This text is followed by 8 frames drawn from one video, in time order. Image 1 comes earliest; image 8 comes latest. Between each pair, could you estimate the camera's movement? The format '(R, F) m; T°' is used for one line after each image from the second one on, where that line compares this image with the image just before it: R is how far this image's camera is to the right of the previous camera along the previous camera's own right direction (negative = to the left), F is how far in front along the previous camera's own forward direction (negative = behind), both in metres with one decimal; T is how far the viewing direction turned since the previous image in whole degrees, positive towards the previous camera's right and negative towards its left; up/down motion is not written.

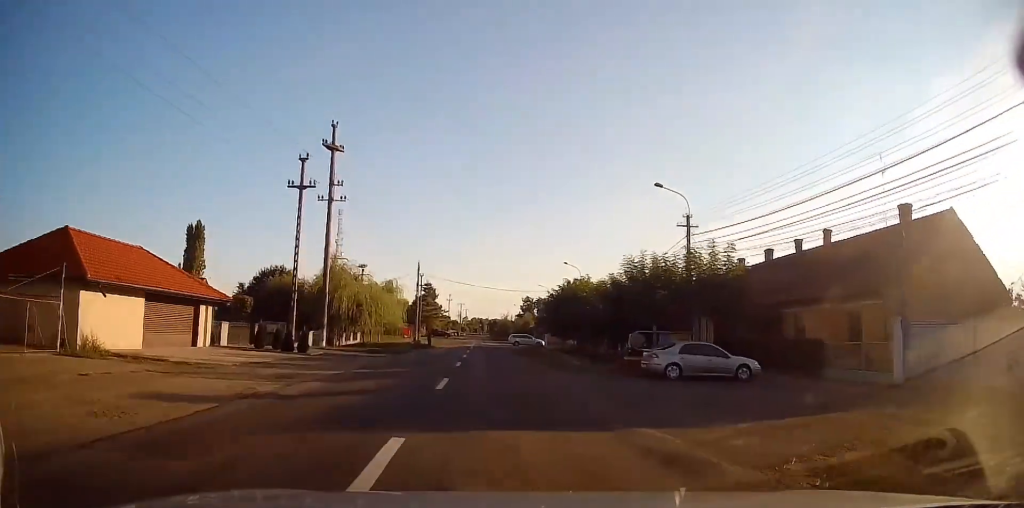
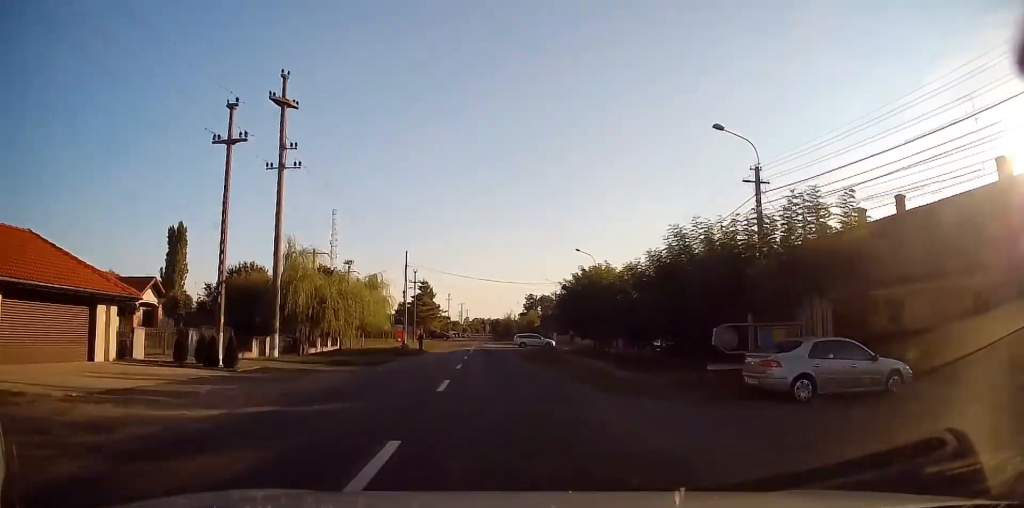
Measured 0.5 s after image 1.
(-0.1, +8.2) m; +1°
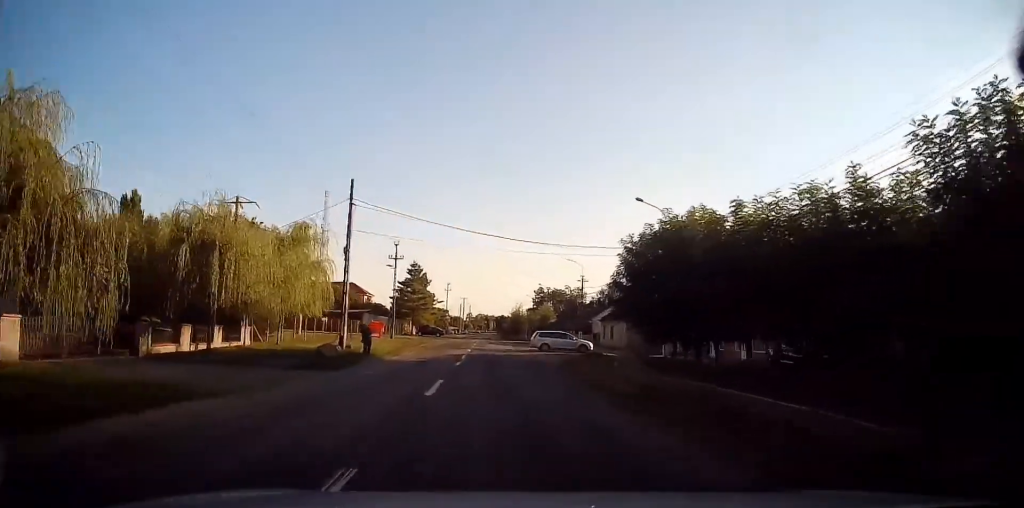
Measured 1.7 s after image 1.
(+0.4, +19.7) m; 0°
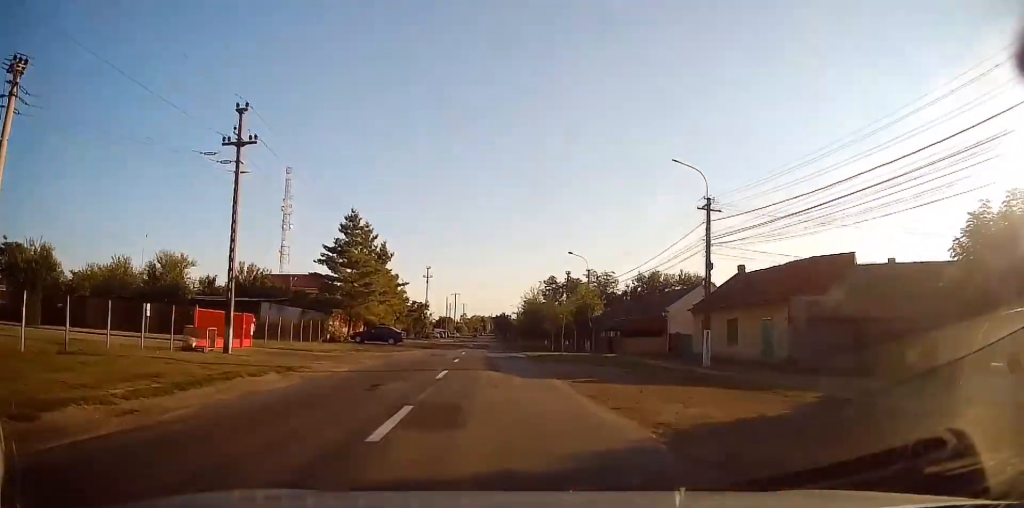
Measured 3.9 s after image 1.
(-0.6, +36.3) m; -1°
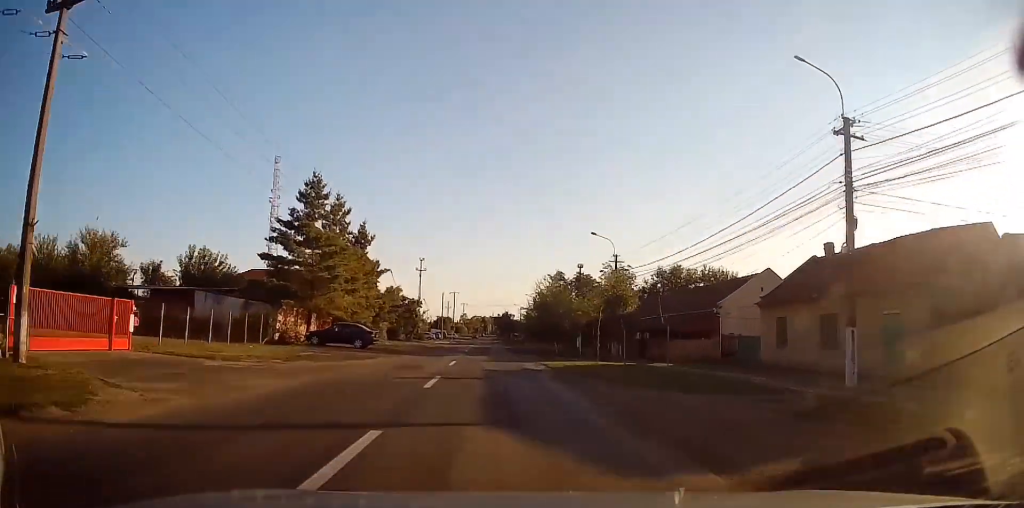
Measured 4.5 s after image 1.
(0.0, +10.9) m; 0°
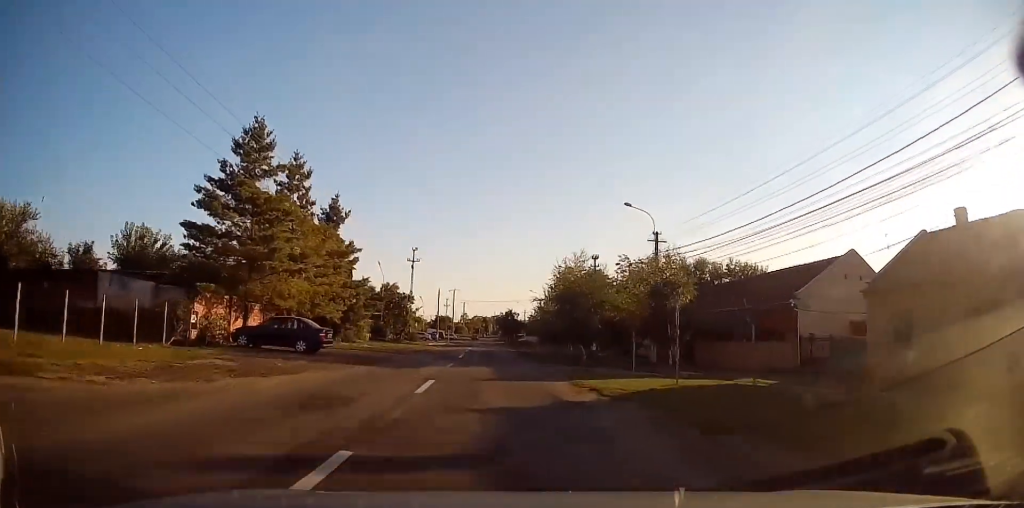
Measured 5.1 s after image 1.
(-0.1, +9.9) m; +1°
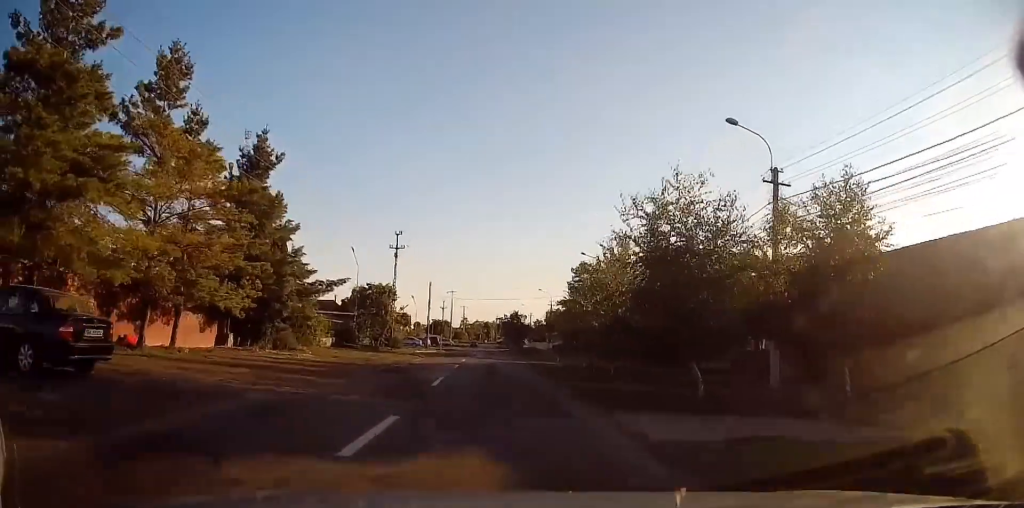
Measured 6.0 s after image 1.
(+0.2, +14.2) m; 0°
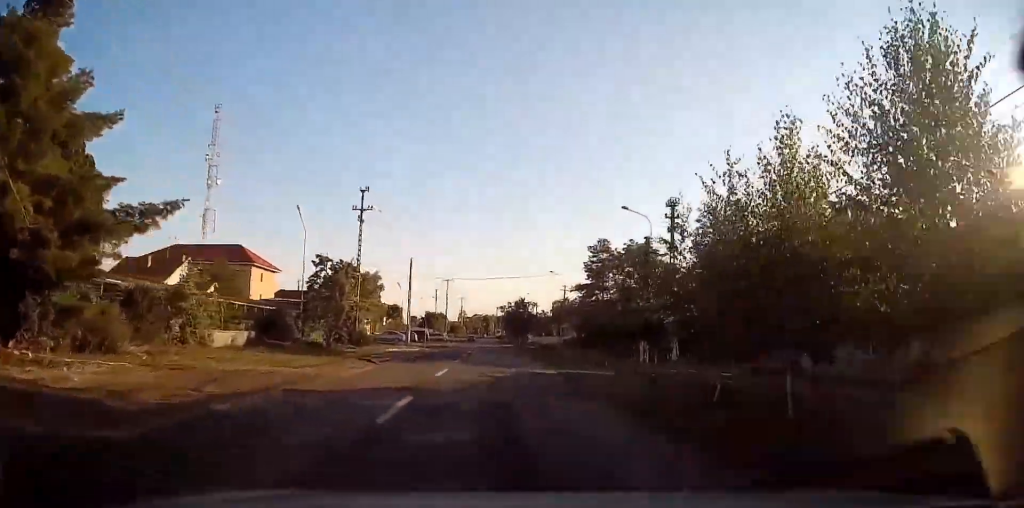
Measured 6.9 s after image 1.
(-0.1, +15.5) m; 0°
